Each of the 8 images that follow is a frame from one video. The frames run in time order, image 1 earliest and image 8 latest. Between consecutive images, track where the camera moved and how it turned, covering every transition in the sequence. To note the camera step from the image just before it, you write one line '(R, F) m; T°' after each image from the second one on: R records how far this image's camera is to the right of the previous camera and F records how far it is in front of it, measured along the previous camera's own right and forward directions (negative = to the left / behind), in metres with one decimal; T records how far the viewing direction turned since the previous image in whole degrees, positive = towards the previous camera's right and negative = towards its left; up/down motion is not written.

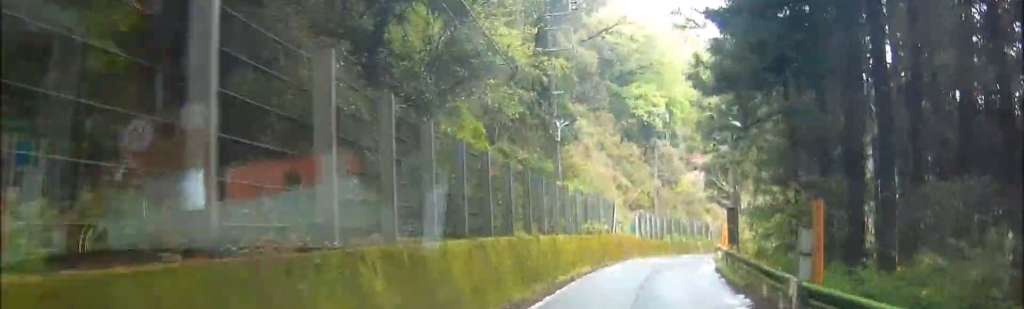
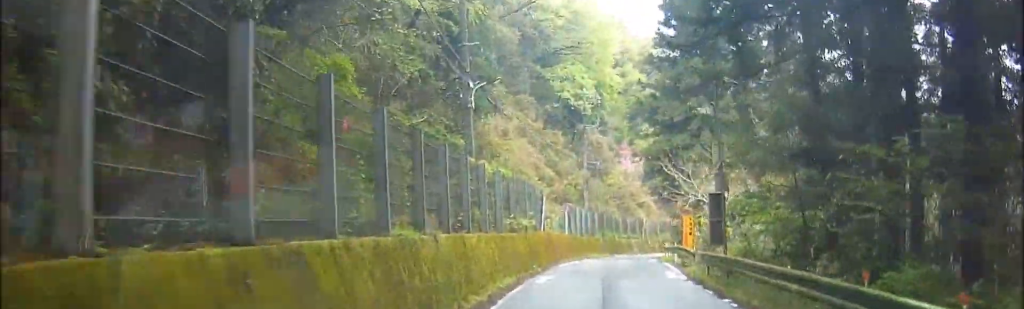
(+0.5, +9.8) m; +3°
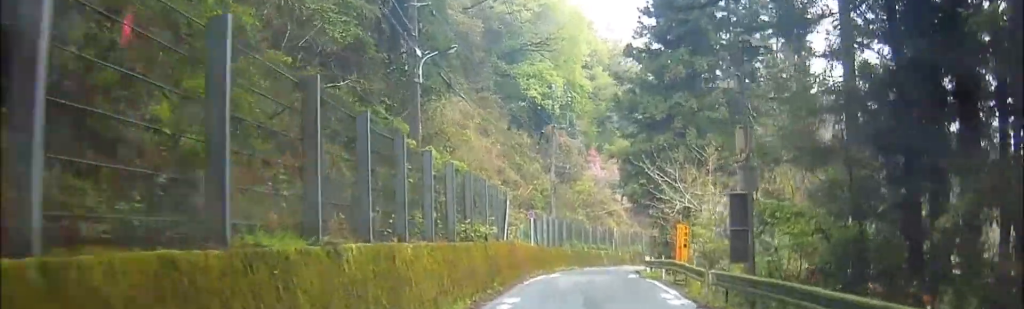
(0.0, +5.9) m; 0°
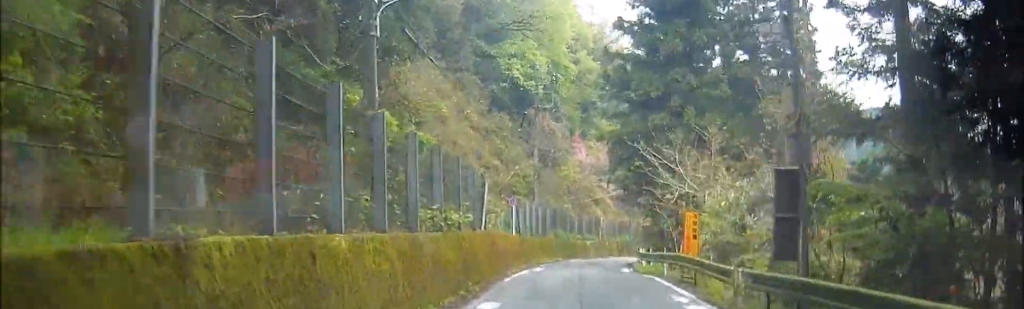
(0.0, +4.2) m; 0°
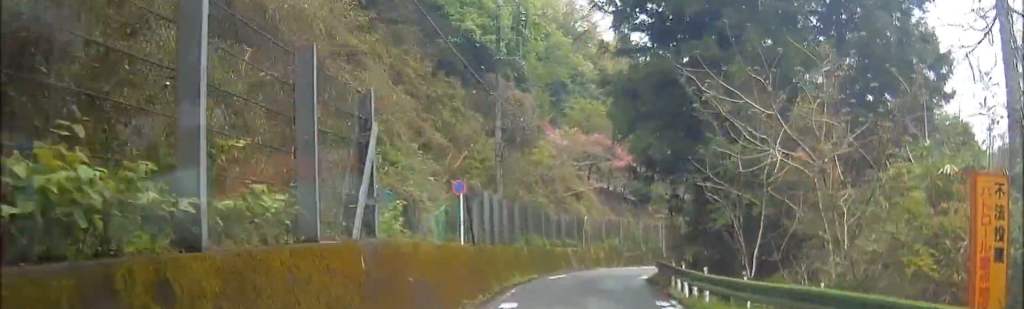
(+1.2, +17.3) m; +7°
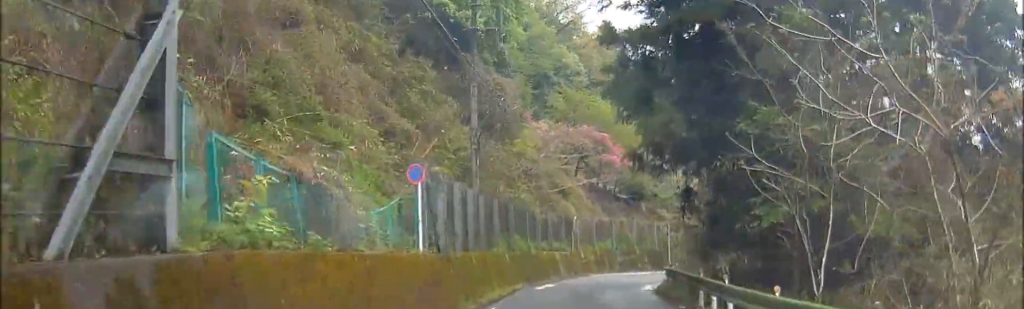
(+0.1, +6.9) m; 0°
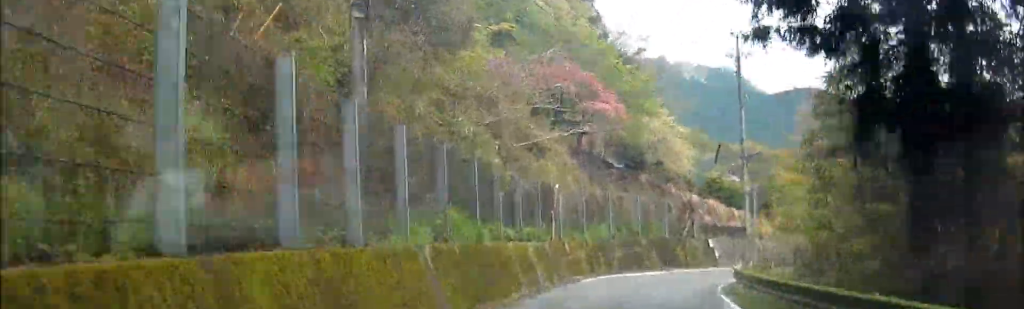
(-0.1, +20.8) m; +5°
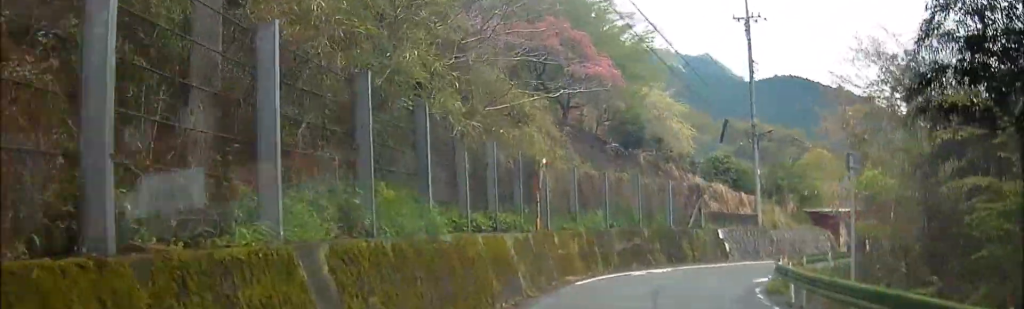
(+0.3, +7.4) m; +5°
